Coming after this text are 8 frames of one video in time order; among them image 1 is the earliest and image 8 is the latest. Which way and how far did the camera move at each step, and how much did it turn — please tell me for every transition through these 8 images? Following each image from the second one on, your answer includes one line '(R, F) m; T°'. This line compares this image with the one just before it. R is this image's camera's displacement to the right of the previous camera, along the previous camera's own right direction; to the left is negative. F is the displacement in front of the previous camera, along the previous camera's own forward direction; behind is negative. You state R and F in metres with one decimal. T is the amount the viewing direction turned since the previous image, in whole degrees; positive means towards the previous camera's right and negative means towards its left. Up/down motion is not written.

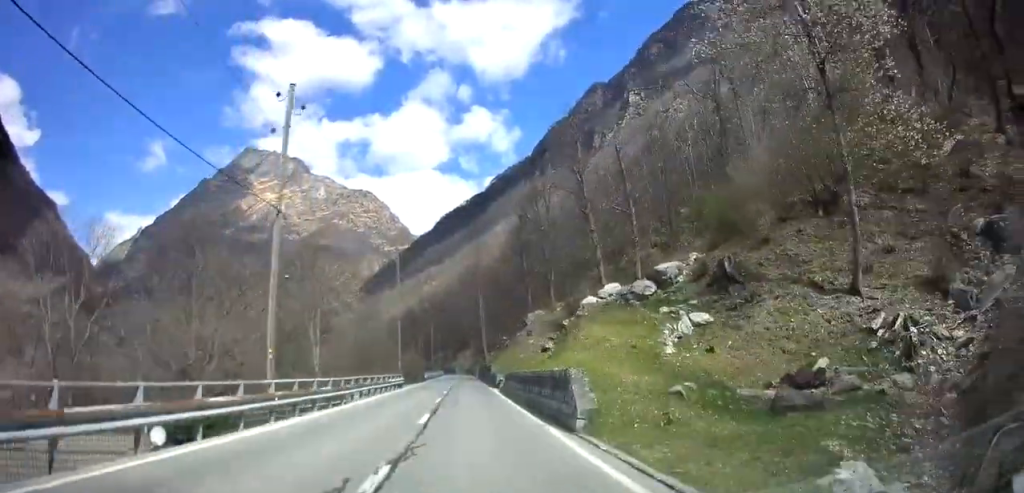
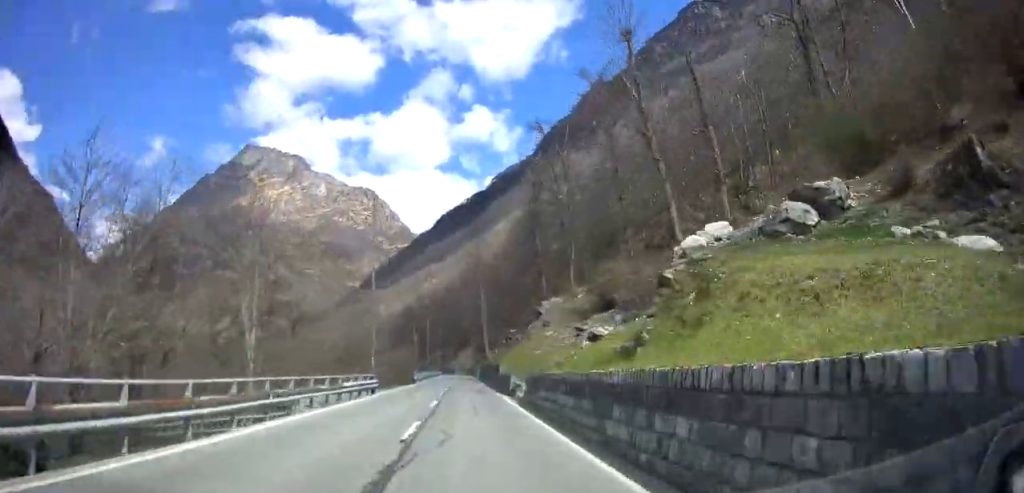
(-0.2, +10.5) m; -1°
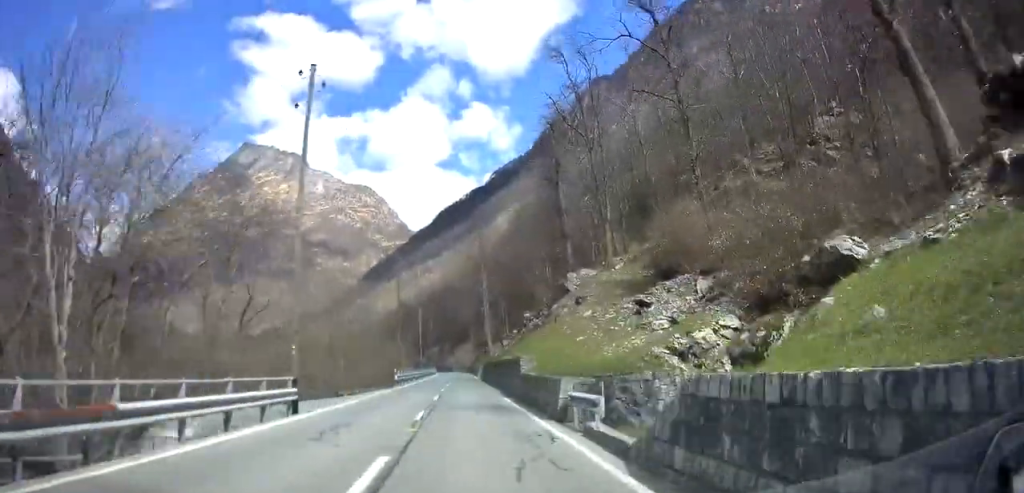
(+0.1, +11.7) m; +1°
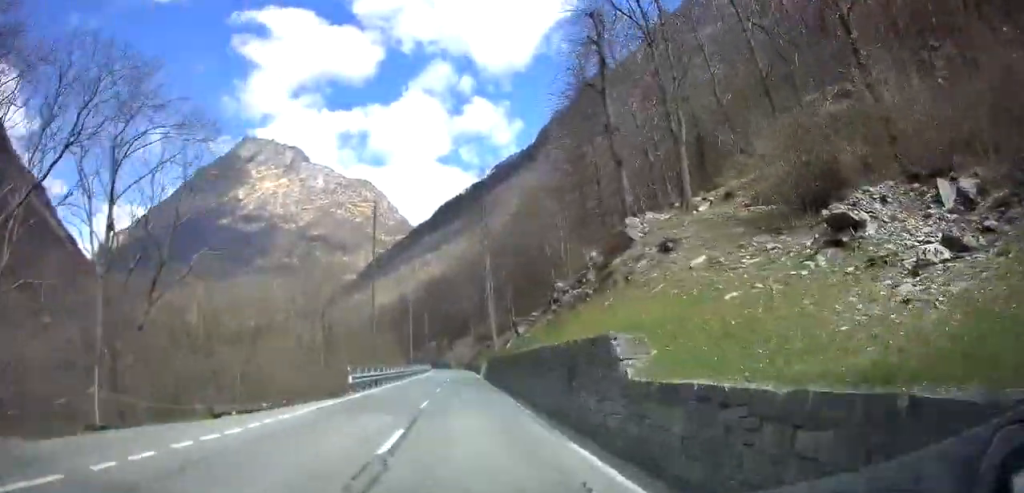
(+0.2, +13.2) m; +1°
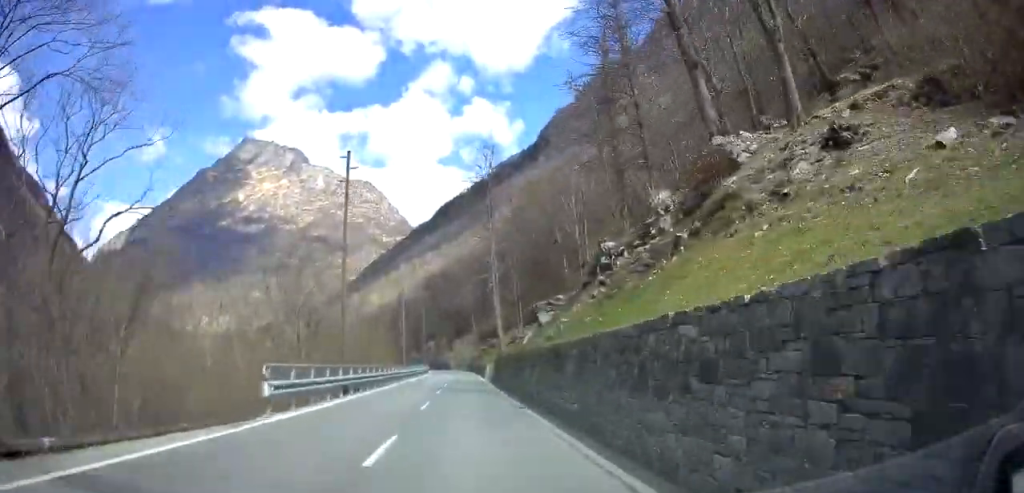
(+0.2, +8.5) m; 0°
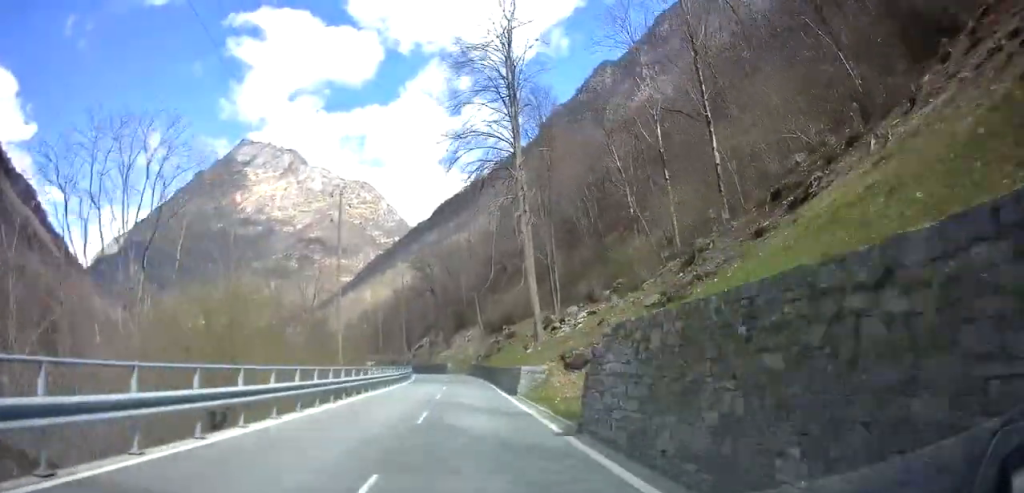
(+0.2, +30.3) m; +2°
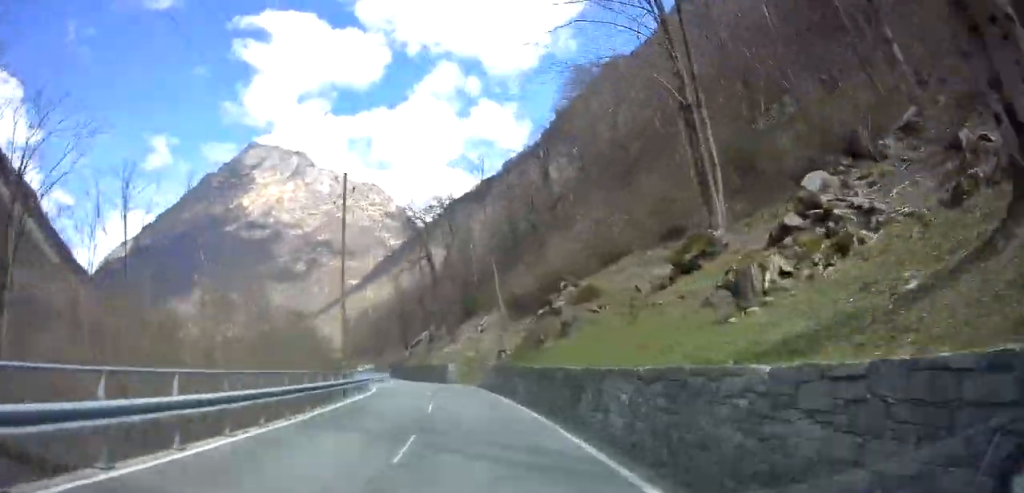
(+1.1, +32.2) m; +5°
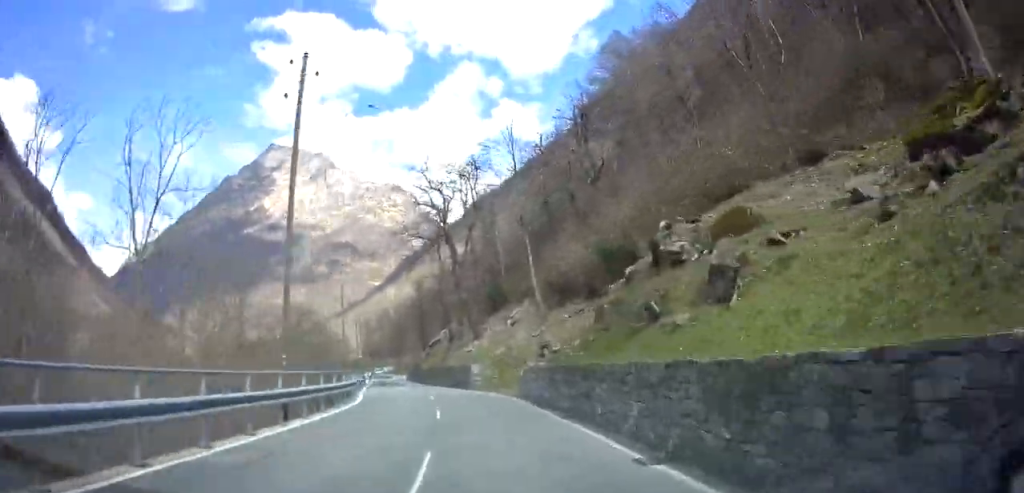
(+1.2, +12.0) m; -4°
